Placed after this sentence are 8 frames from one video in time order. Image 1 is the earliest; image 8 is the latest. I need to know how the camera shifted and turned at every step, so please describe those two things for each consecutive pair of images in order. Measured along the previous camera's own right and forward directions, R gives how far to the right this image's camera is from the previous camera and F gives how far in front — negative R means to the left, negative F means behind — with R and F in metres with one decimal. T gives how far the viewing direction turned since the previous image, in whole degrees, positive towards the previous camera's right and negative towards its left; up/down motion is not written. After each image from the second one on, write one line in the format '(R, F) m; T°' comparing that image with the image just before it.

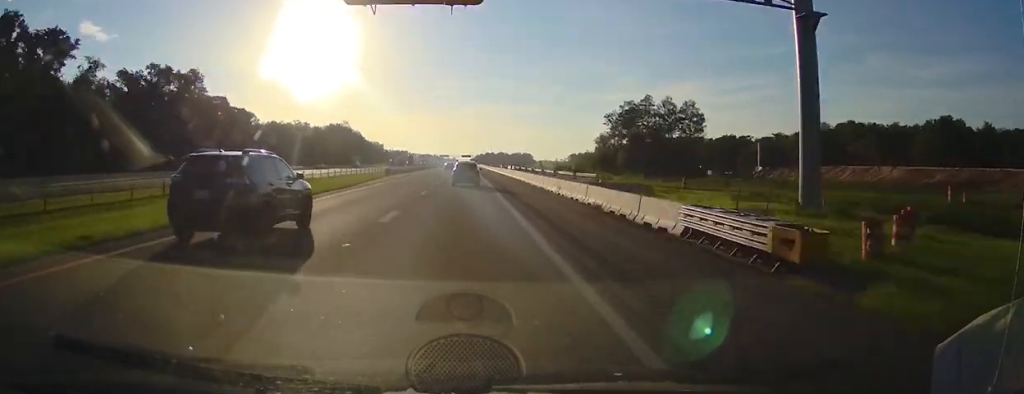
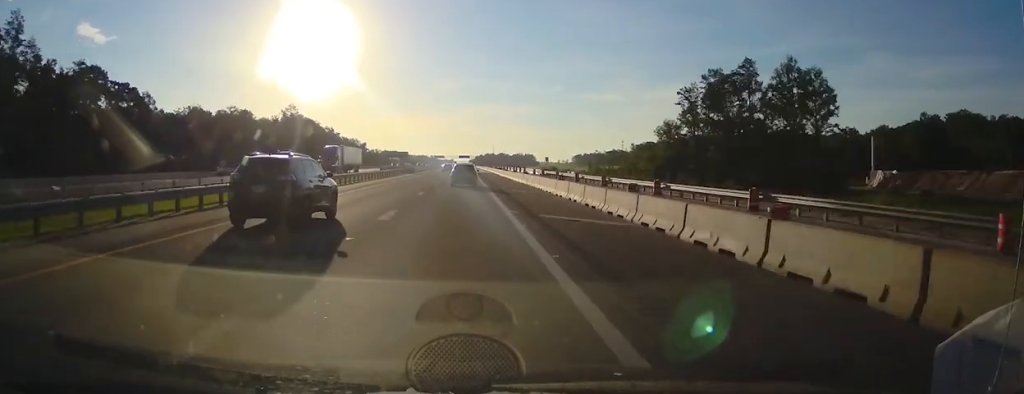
(+0.4, +60.7) m; 0°
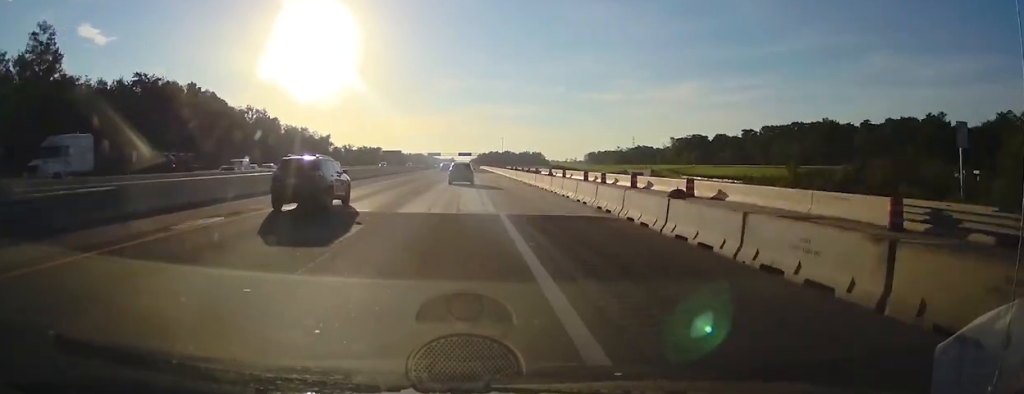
(-0.2, +91.0) m; 0°
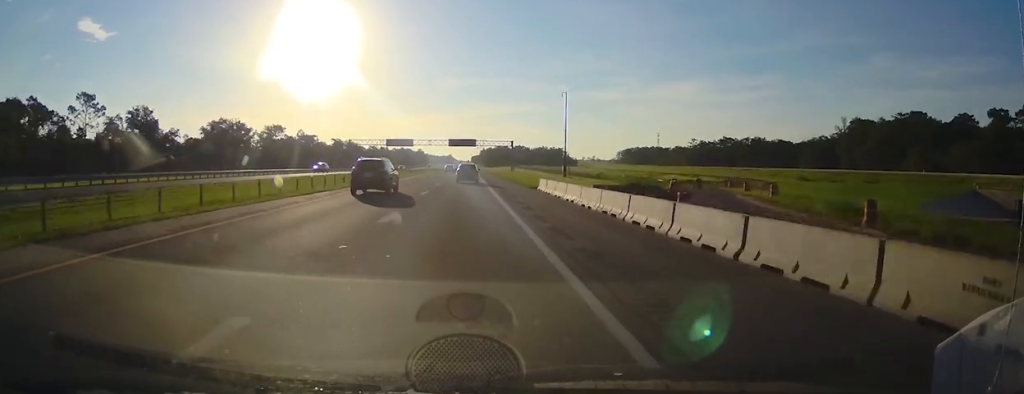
(-1.1, +191.8) m; 0°
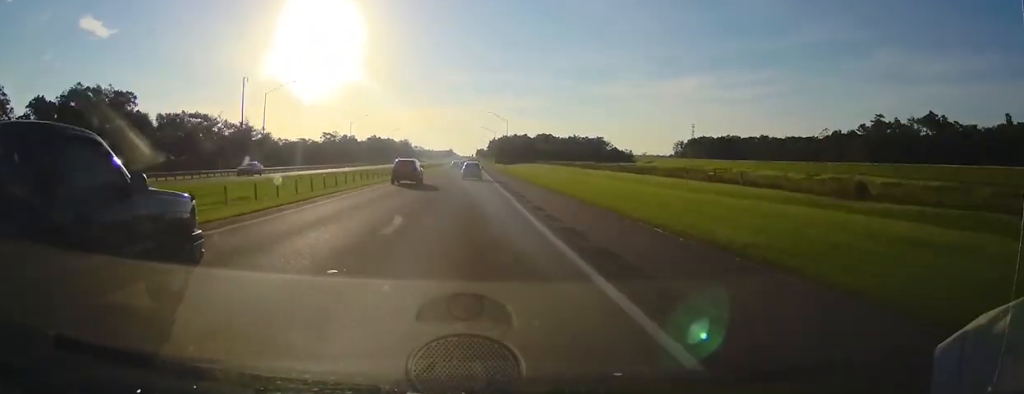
(+0.7, +184.5) m; +1°
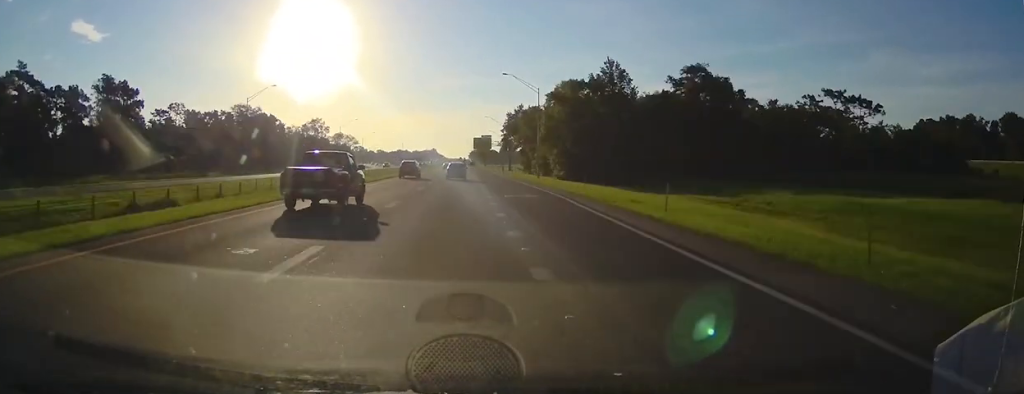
(-0.6, +281.8) m; 0°
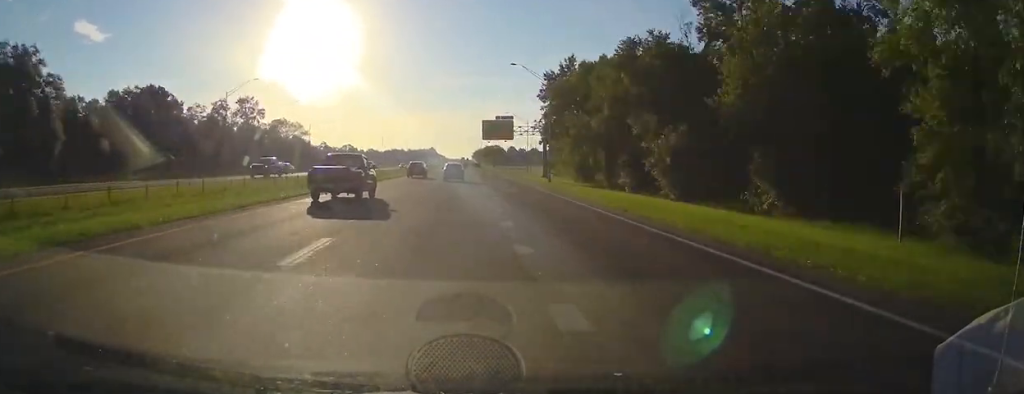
(+0.9, +78.9) m; 0°
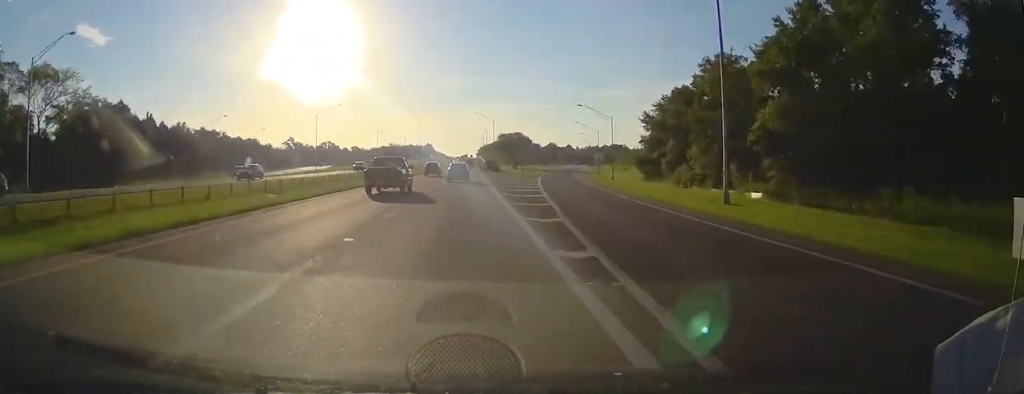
(-1.0, +100.2) m; 0°
